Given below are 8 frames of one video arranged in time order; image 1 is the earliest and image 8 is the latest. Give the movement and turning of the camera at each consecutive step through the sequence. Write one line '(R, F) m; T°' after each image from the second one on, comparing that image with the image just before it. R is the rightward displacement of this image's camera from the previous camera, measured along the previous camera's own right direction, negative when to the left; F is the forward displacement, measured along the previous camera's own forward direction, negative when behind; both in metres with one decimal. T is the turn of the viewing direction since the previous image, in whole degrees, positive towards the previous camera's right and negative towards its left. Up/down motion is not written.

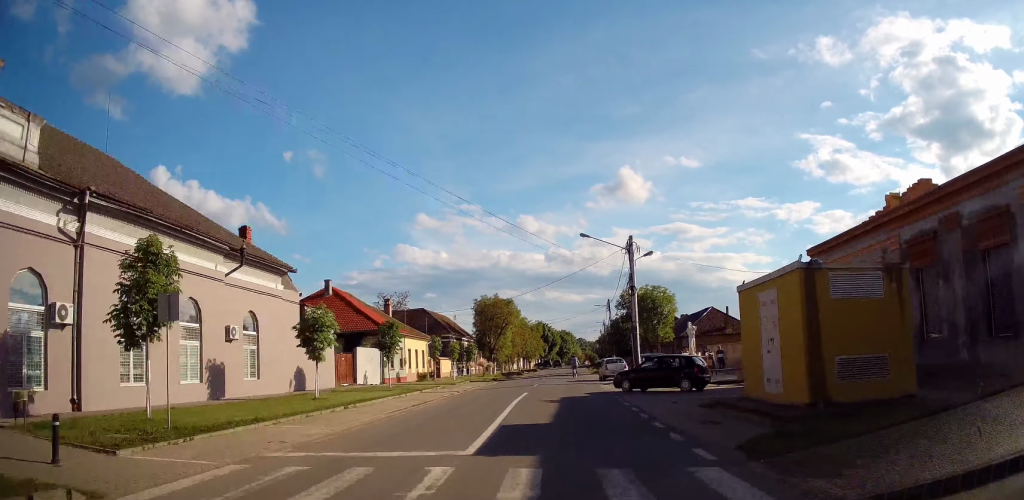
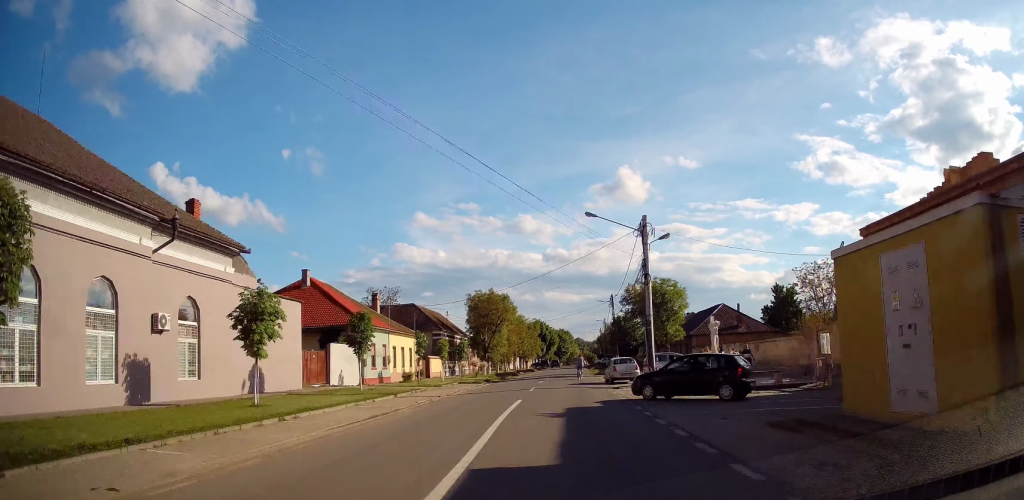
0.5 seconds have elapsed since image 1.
(+0.1, +5.4) m; 0°
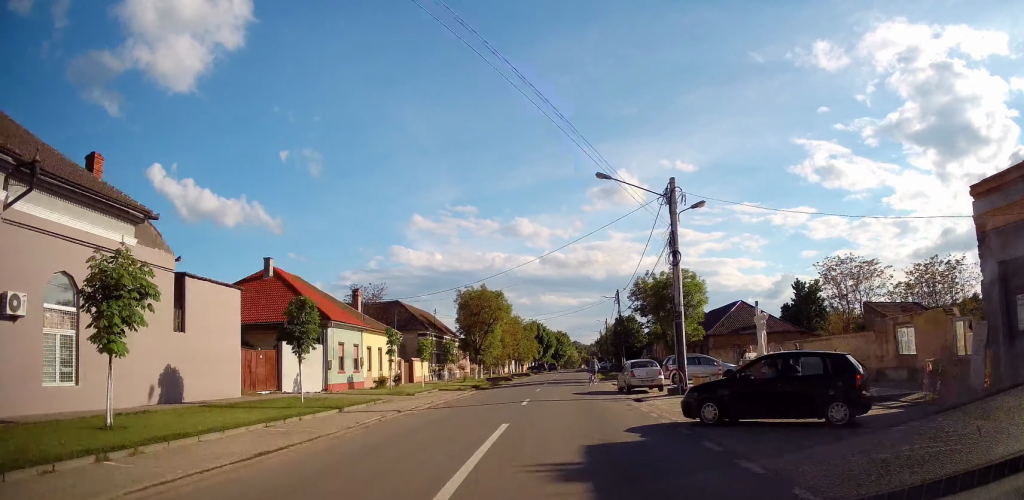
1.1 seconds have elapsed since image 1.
(0.0, +7.6) m; 0°
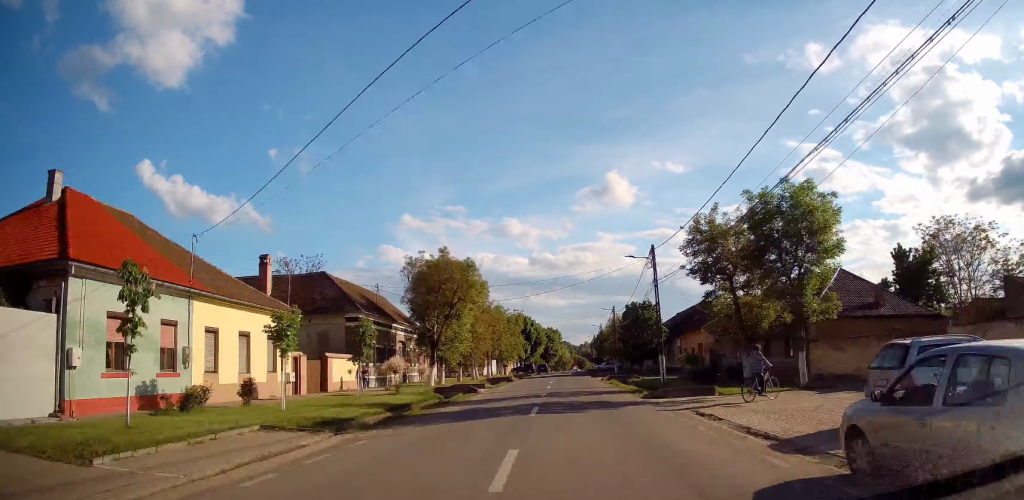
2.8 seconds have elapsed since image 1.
(+0.3, +23.3) m; +2°
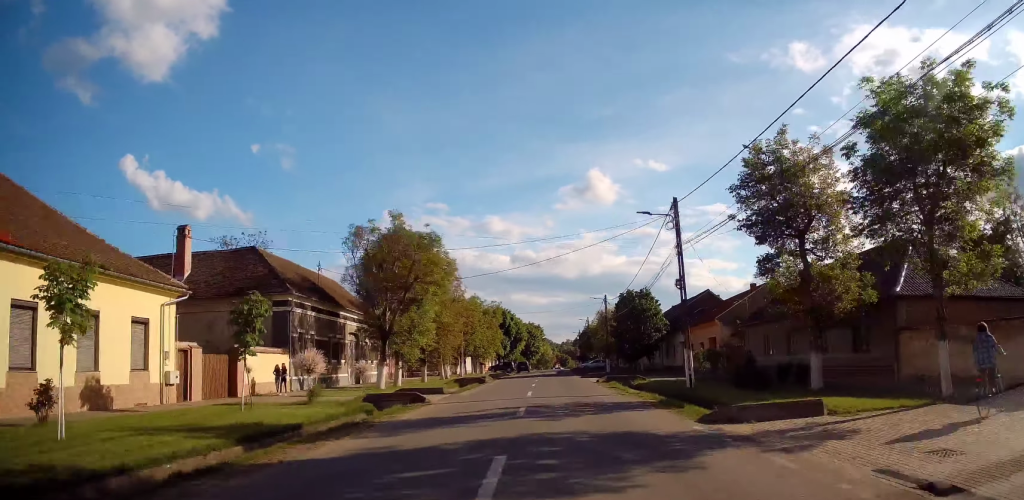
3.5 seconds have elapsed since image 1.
(-0.1, +10.5) m; +1°
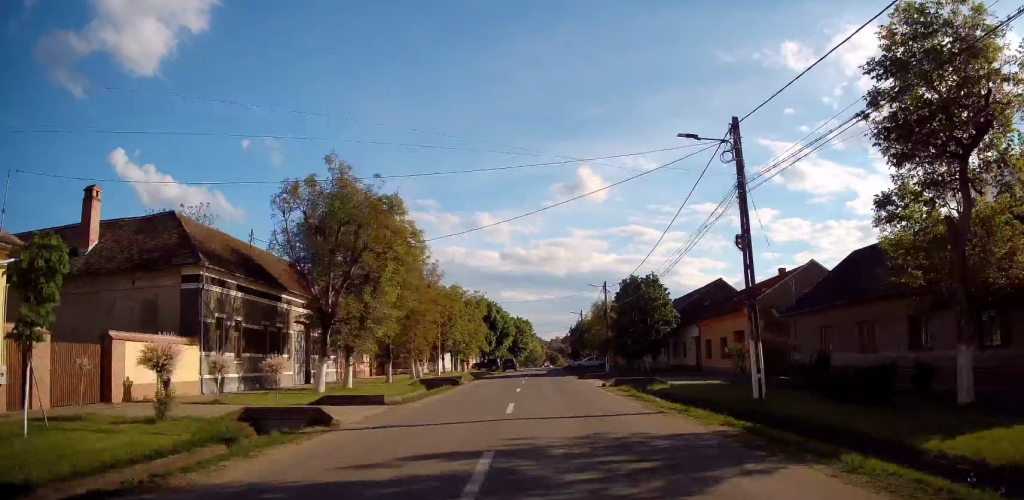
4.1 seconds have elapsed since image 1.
(+0.1, +8.4) m; 0°
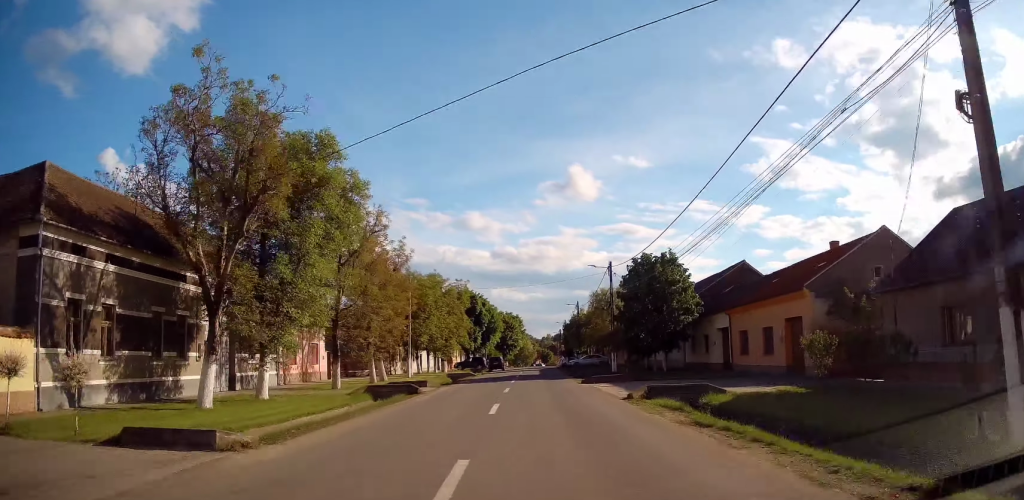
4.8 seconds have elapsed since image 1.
(+0.3, +9.9) m; 0°
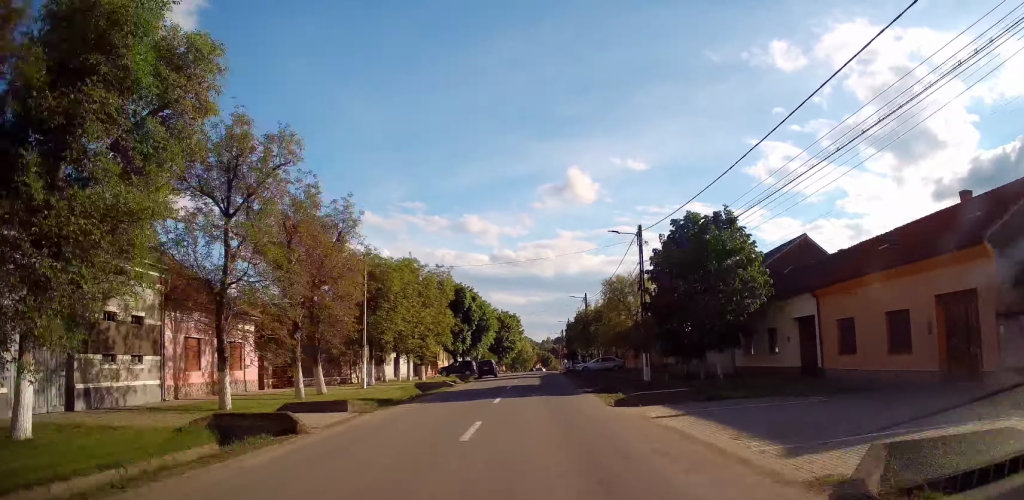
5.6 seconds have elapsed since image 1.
(-0.4, +12.8) m; 0°
